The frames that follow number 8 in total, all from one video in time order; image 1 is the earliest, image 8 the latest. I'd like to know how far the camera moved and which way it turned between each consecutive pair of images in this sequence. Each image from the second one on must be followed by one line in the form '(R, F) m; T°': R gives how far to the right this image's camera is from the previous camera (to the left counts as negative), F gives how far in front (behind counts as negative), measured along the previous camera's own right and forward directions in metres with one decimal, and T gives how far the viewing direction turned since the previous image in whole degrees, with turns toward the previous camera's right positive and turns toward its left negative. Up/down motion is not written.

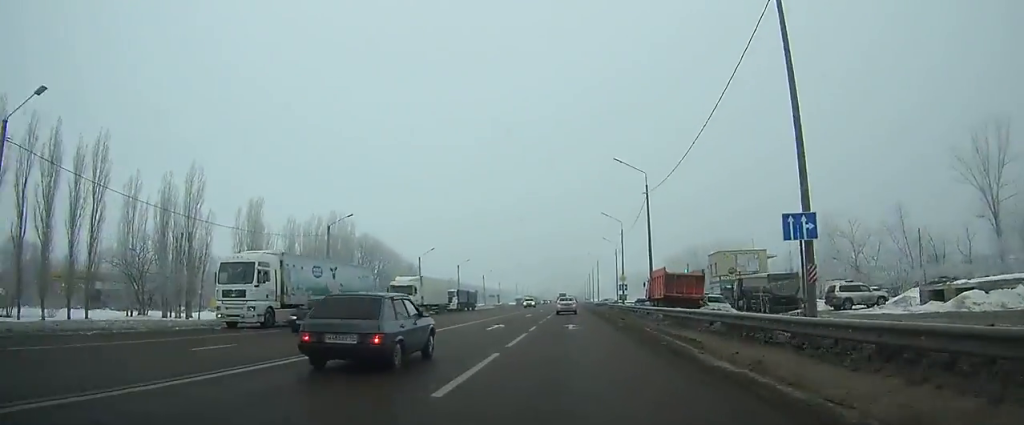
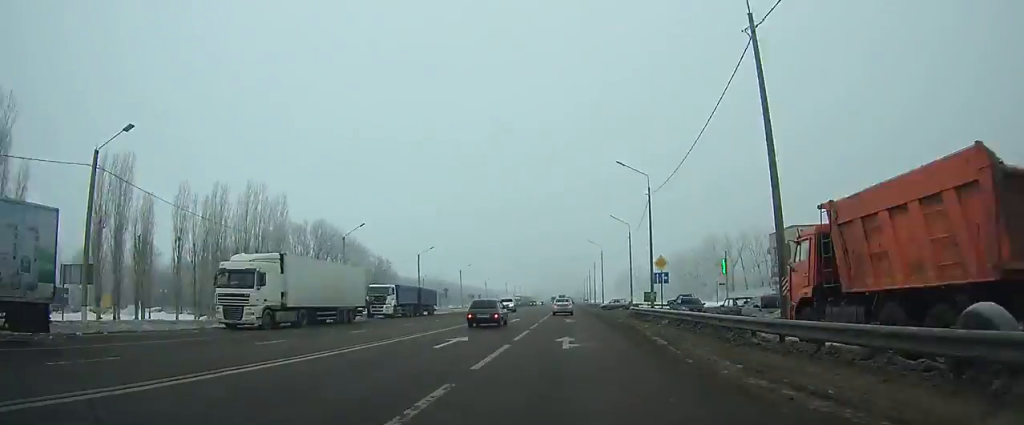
(+0.1, +26.5) m; 0°
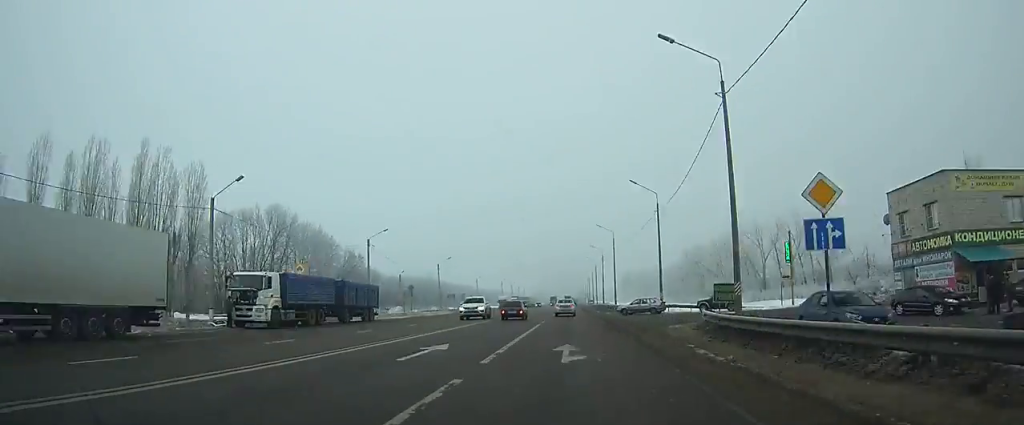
(0.0, +21.6) m; 0°
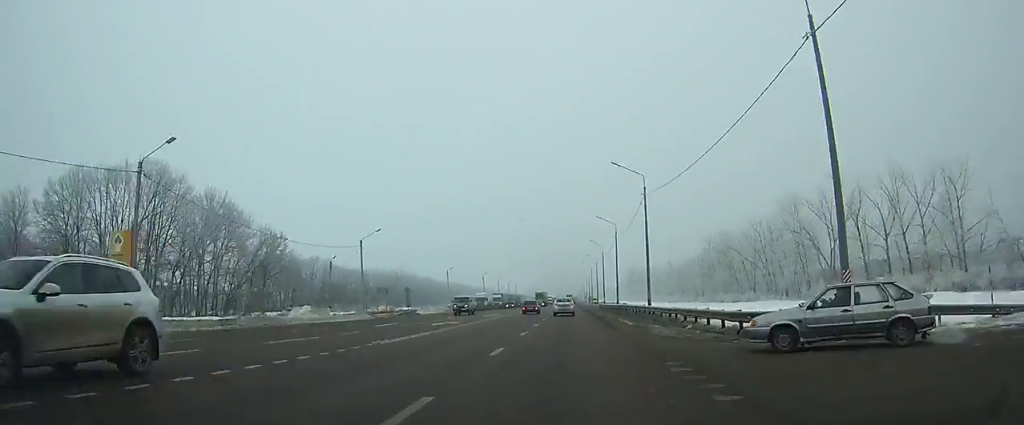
(0.0, +35.8) m; 0°
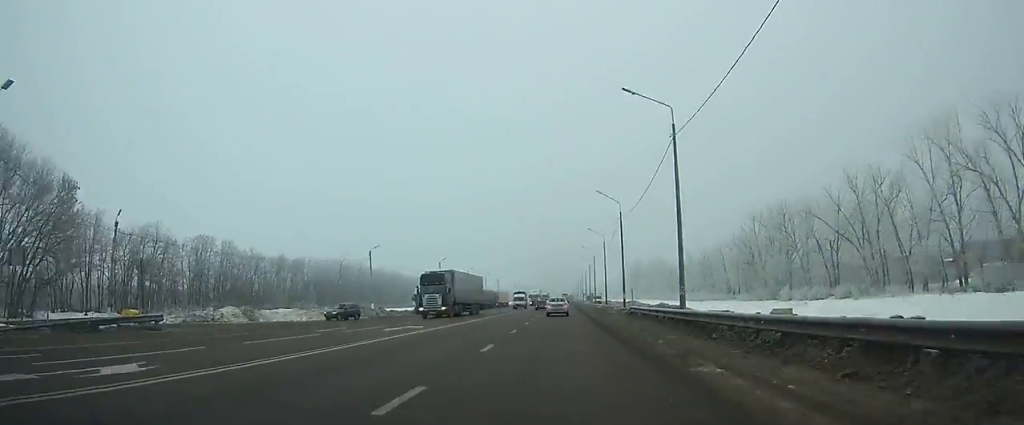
(+0.3, +46.3) m; 0°
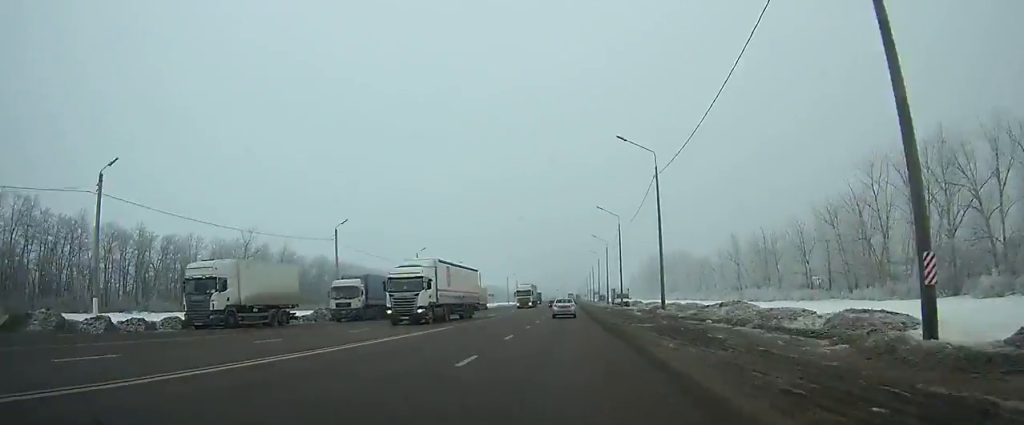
(0.0, +50.9) m; 0°
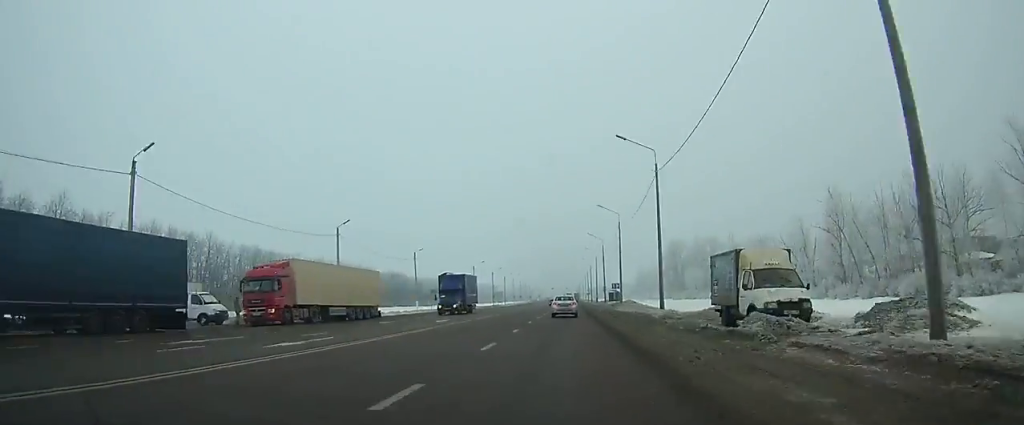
(-0.3, +59.5) m; -1°
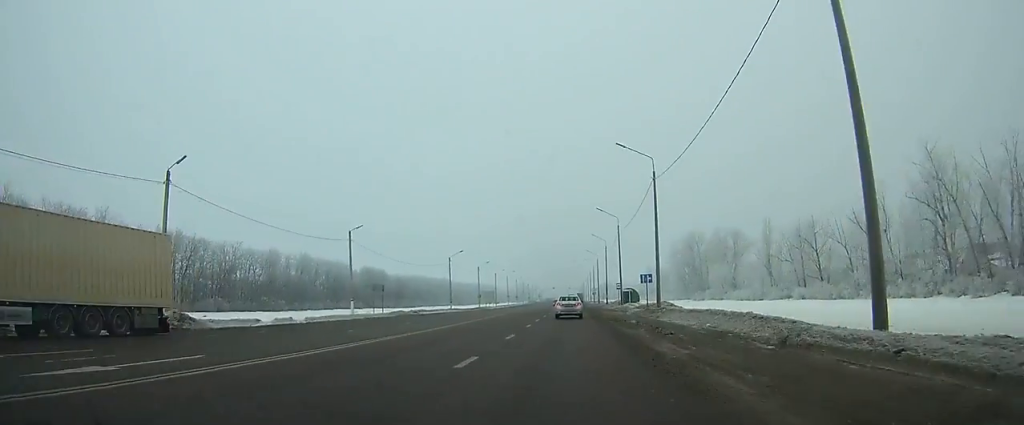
(-0.1, +26.4) m; 0°
